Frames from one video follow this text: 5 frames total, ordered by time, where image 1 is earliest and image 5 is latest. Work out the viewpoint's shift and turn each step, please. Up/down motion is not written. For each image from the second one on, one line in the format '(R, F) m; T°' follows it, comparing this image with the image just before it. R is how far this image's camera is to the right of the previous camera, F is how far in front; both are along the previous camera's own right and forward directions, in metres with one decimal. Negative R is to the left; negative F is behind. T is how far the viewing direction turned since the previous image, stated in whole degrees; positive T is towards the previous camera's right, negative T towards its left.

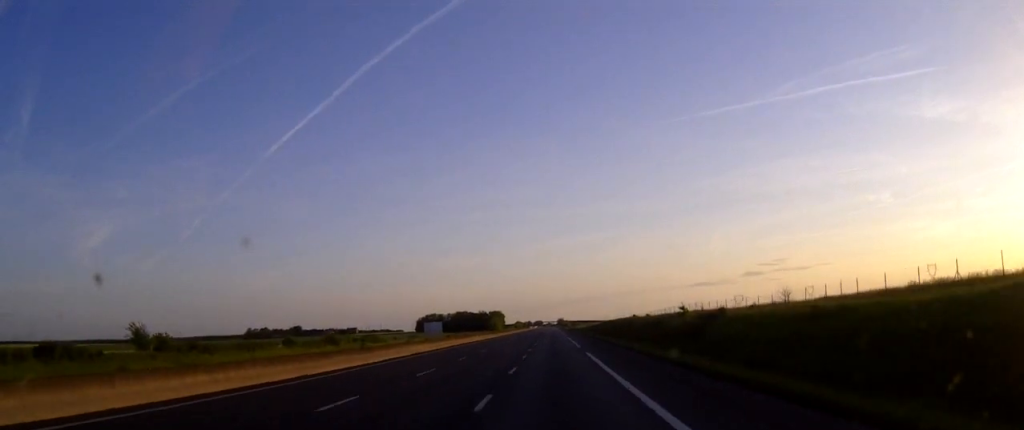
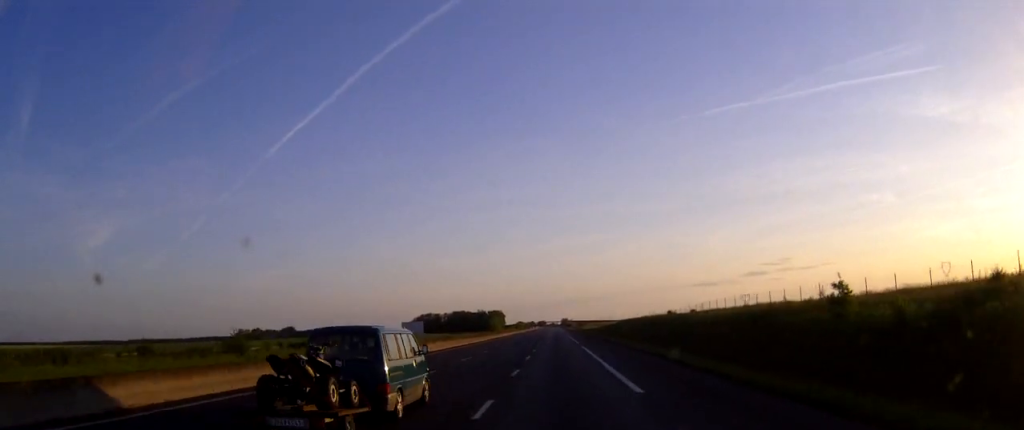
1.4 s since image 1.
(0.0, +38.0) m; 0°
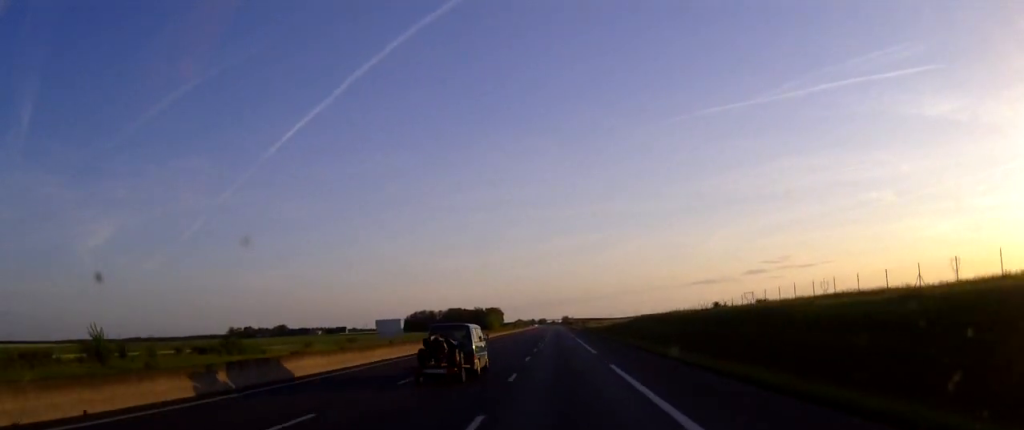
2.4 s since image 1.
(-0.1, +28.0) m; 0°
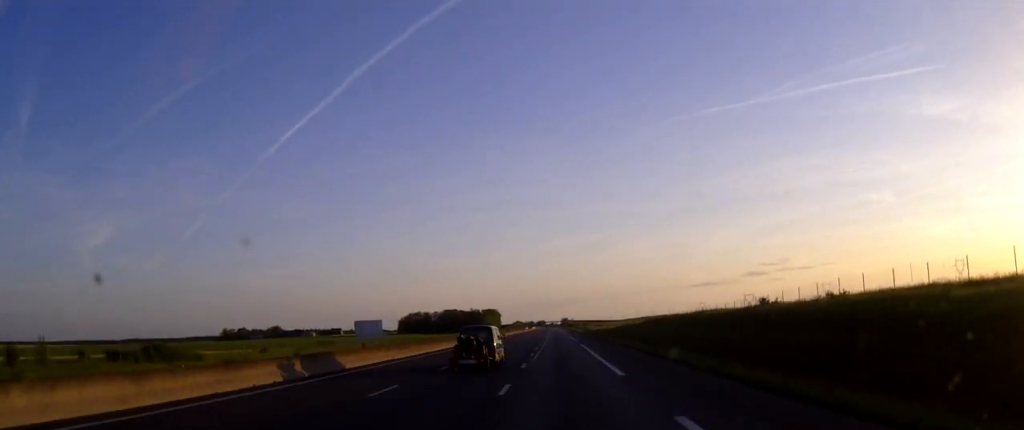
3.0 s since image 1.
(0.0, +16.2) m; 0°
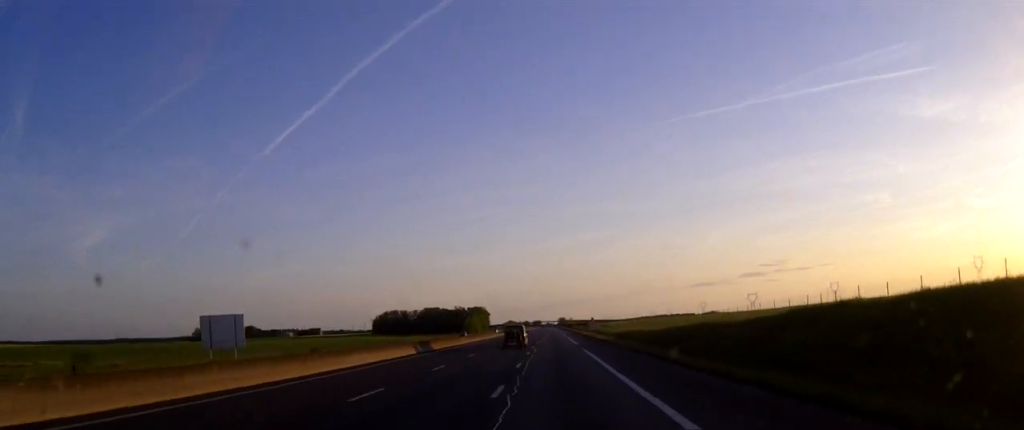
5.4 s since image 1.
(+0.4, +64.2) m; 0°
